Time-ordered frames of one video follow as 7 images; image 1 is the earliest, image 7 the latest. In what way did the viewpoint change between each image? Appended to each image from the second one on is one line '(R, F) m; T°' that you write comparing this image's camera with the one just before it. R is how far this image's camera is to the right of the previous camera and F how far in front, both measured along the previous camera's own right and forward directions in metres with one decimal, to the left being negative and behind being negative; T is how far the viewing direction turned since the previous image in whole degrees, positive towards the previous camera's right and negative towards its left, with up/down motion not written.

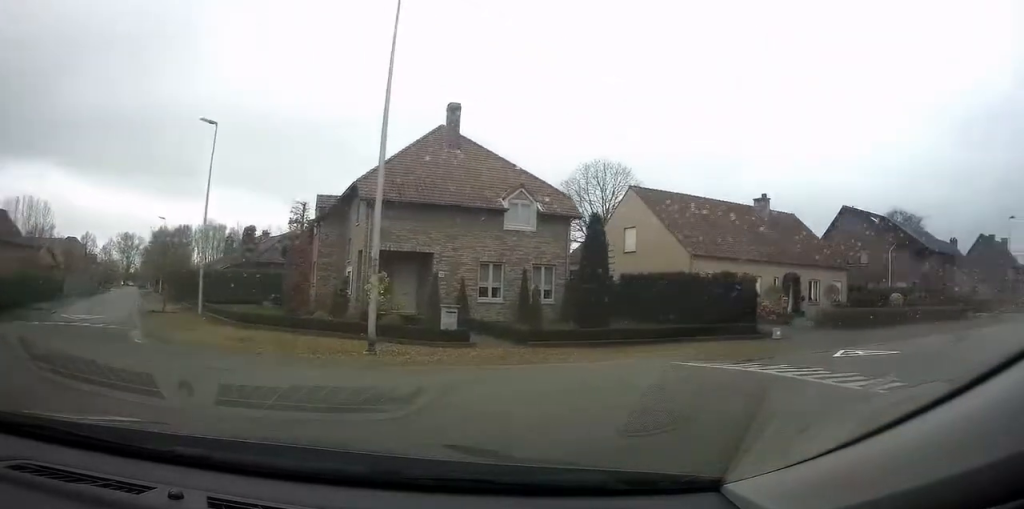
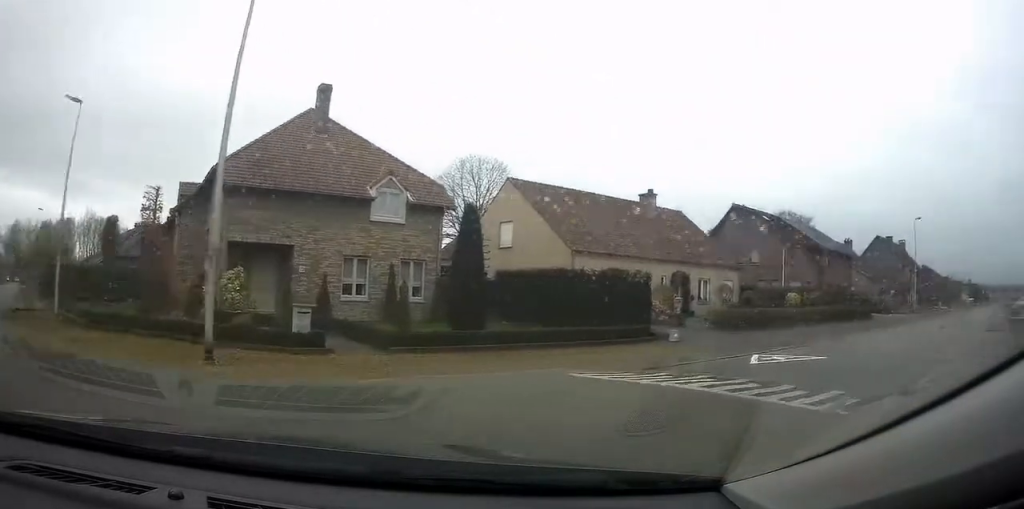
(+0.4, +1.7) m; +13°
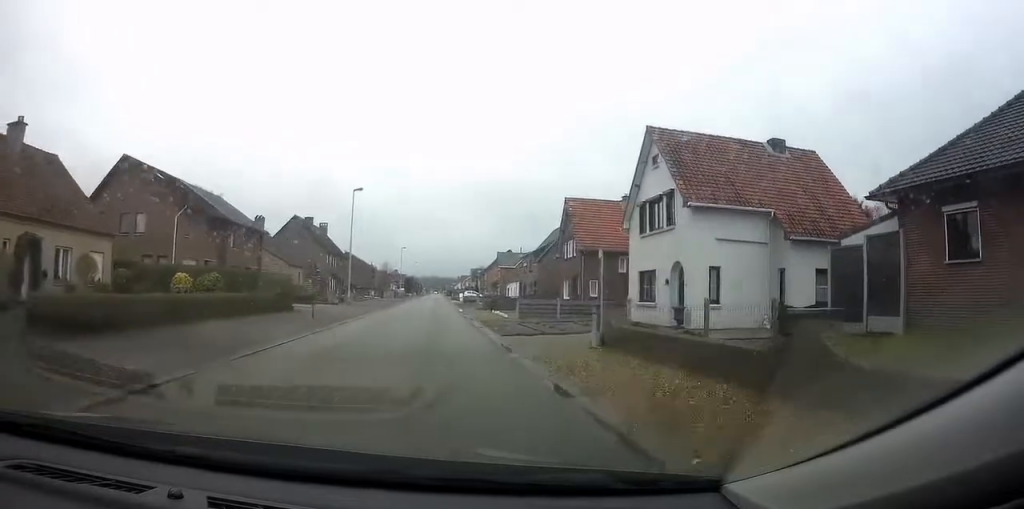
(+5.3, +7.4) m; +55°
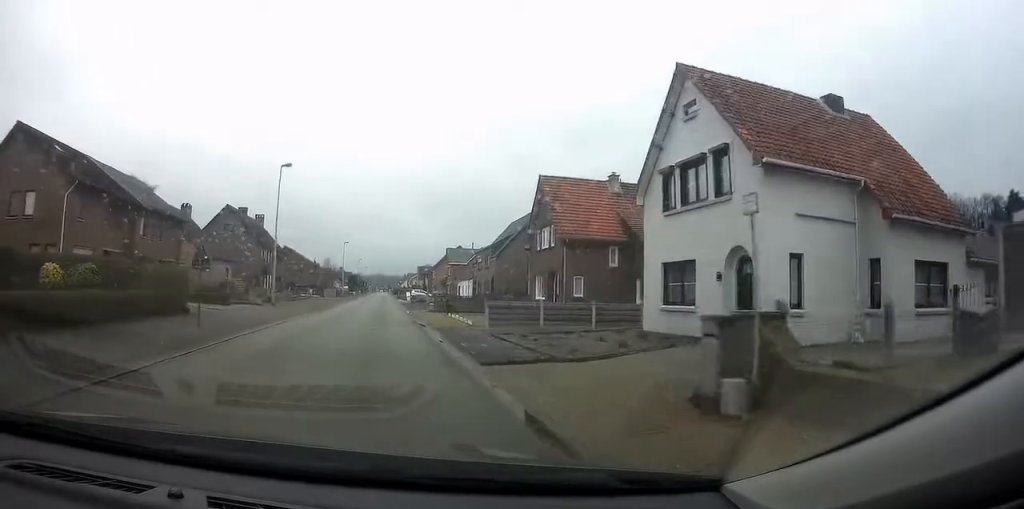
(0.0, +7.5) m; +5°
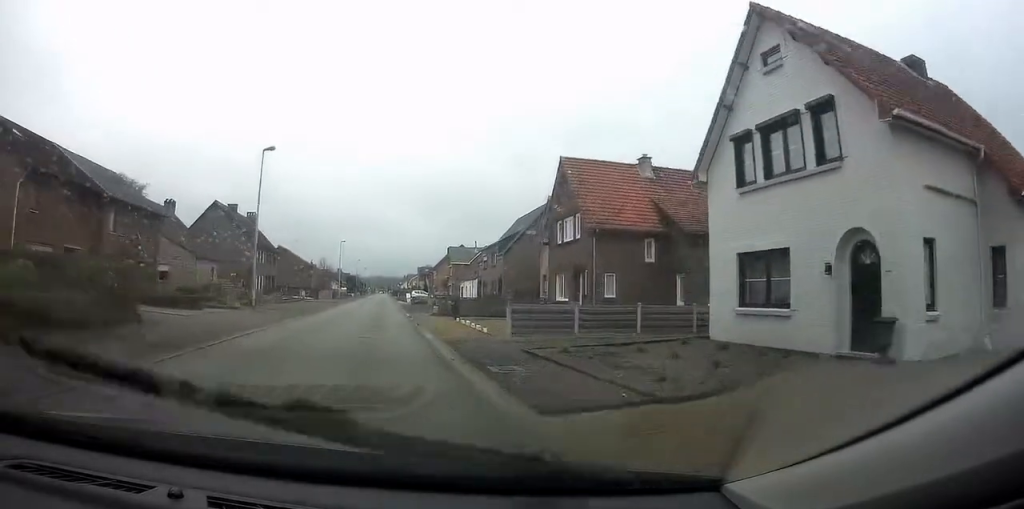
(+0.3, +4.3) m; +3°
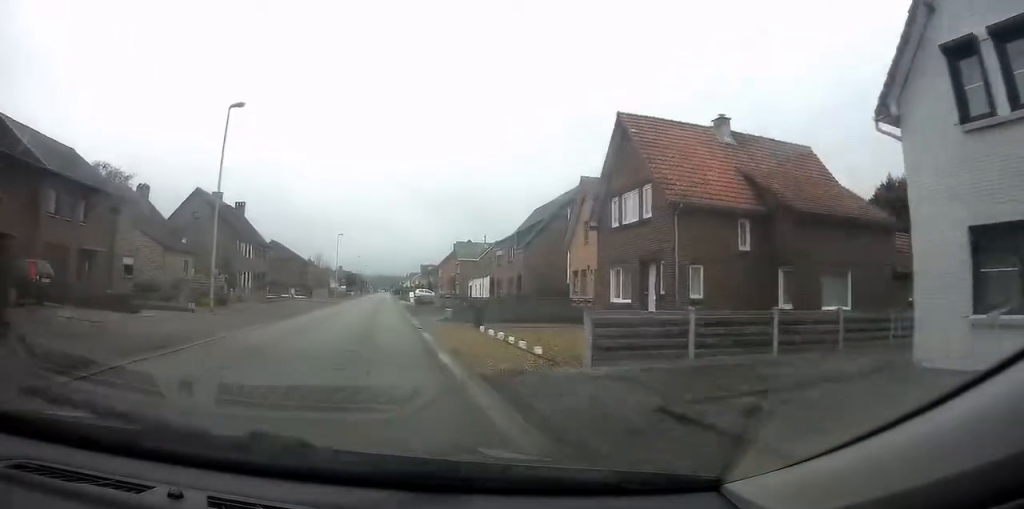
(+0.2, +6.8) m; 0°
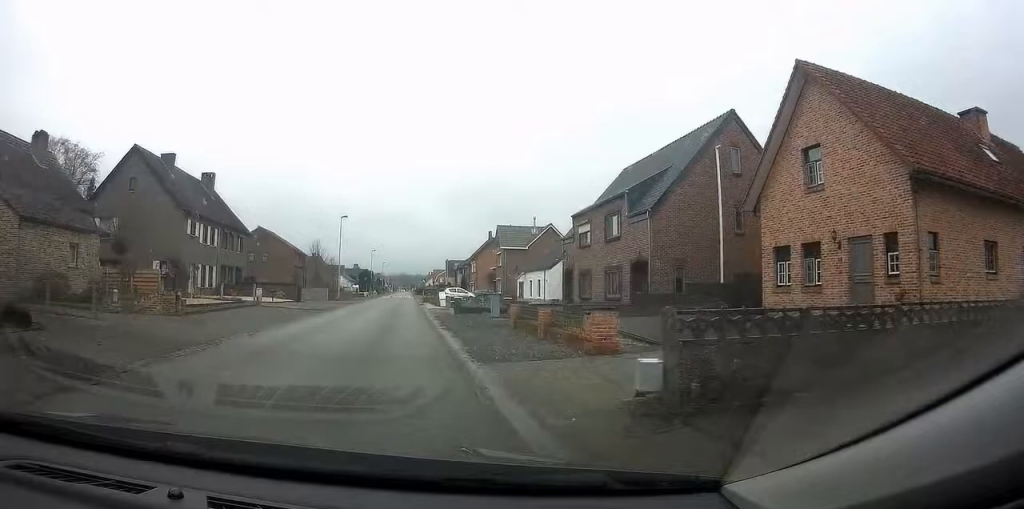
(-0.3, +18.9) m; 0°
